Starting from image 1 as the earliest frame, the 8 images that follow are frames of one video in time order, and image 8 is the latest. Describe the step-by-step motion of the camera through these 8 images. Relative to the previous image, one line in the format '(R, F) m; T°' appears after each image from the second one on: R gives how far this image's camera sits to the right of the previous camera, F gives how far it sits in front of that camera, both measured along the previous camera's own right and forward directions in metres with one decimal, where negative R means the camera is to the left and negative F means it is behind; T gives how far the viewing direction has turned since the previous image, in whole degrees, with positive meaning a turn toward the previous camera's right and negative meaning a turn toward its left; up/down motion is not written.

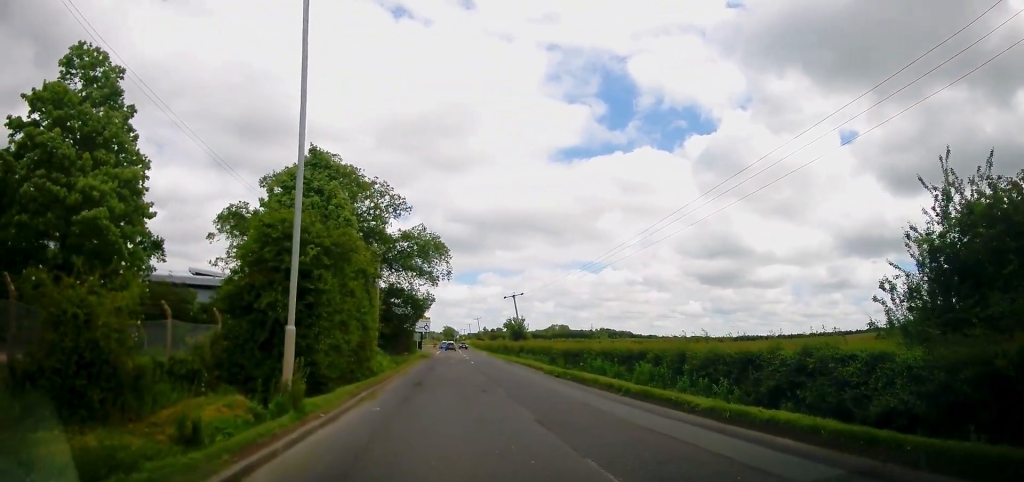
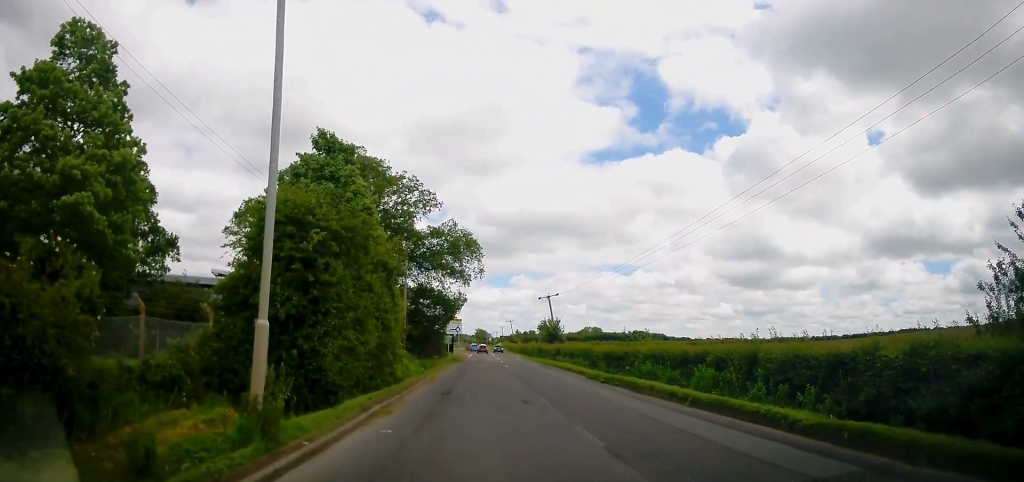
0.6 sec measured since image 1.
(-0.2, +2.9) m; -3°
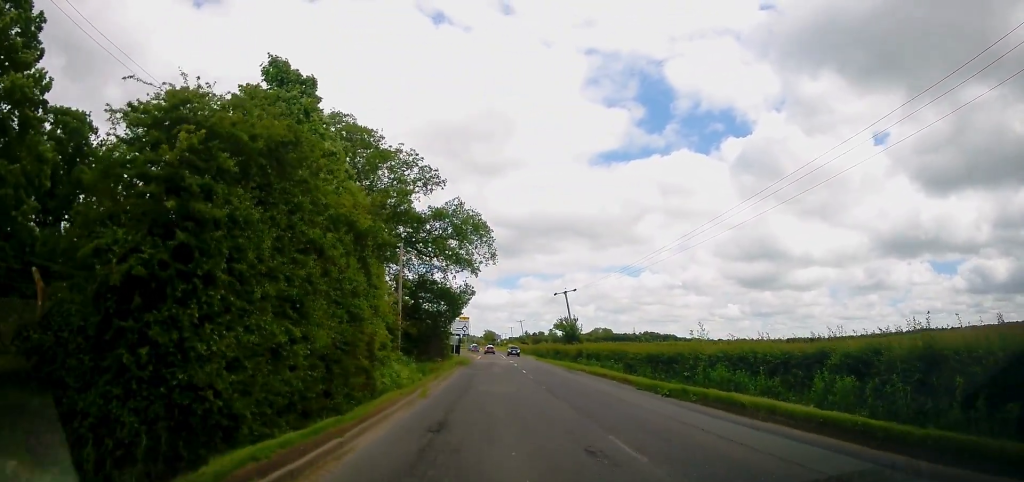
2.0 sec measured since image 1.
(+0.2, +7.4) m; +4°
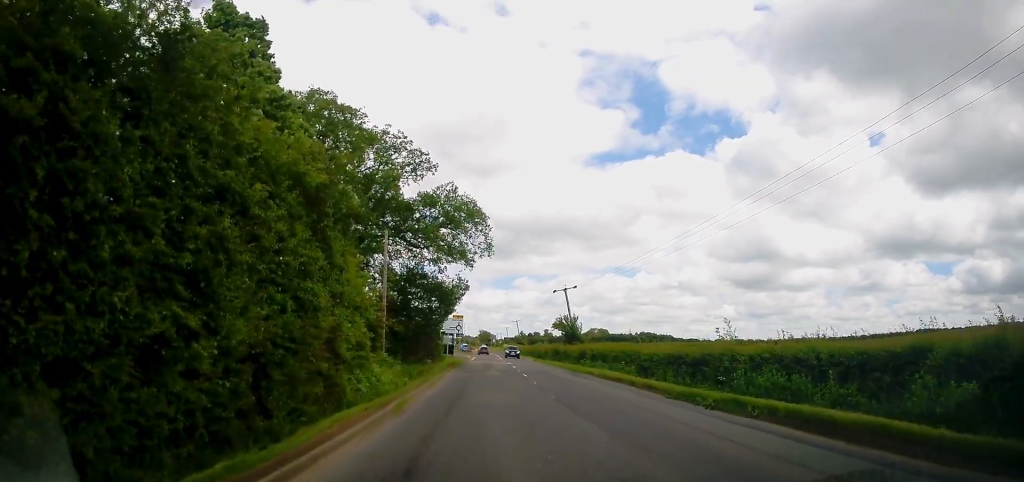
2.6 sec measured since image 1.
(+0.1, +3.8) m; 0°
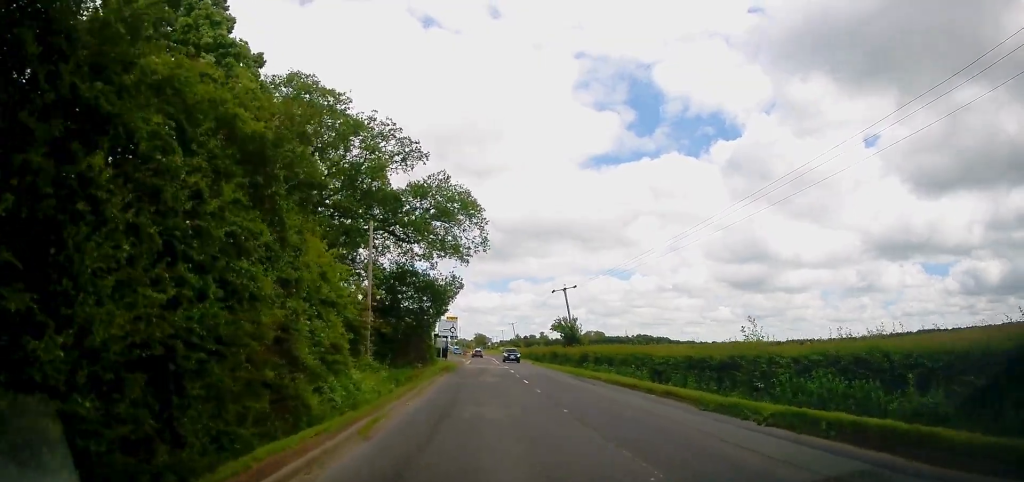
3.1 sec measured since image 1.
(0.0, +3.0) m; -3°
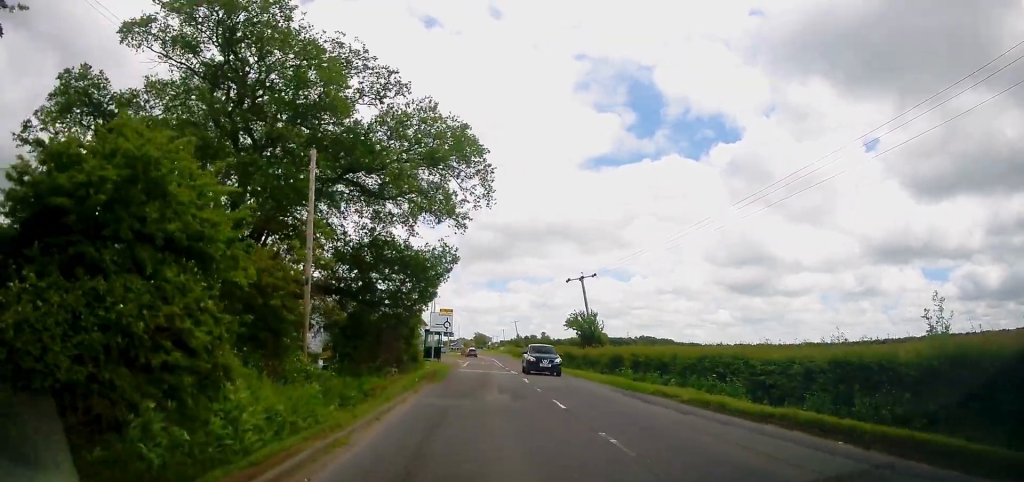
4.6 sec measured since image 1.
(-0.7, +10.2) m; -2°
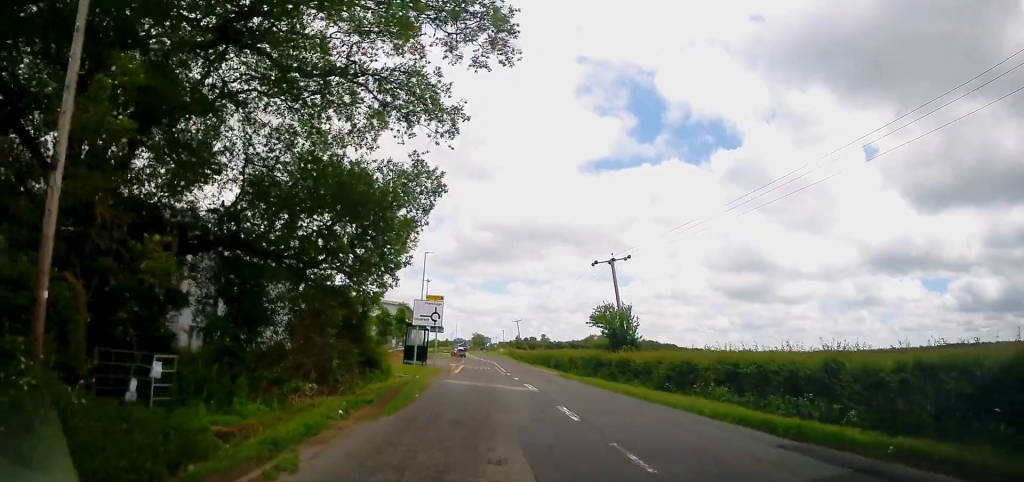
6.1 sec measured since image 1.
(+0.5, +11.7) m; +4°
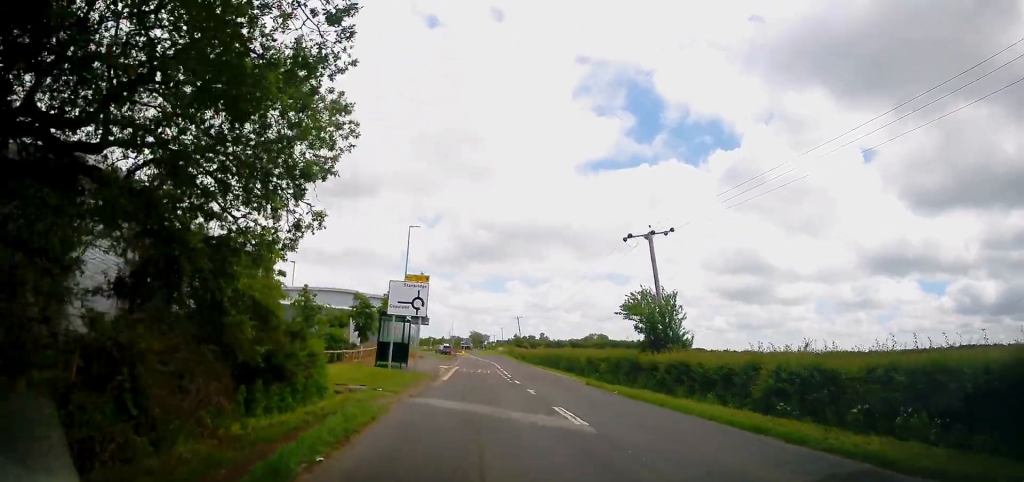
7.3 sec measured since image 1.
(+0.5, +9.3) m; +1°
